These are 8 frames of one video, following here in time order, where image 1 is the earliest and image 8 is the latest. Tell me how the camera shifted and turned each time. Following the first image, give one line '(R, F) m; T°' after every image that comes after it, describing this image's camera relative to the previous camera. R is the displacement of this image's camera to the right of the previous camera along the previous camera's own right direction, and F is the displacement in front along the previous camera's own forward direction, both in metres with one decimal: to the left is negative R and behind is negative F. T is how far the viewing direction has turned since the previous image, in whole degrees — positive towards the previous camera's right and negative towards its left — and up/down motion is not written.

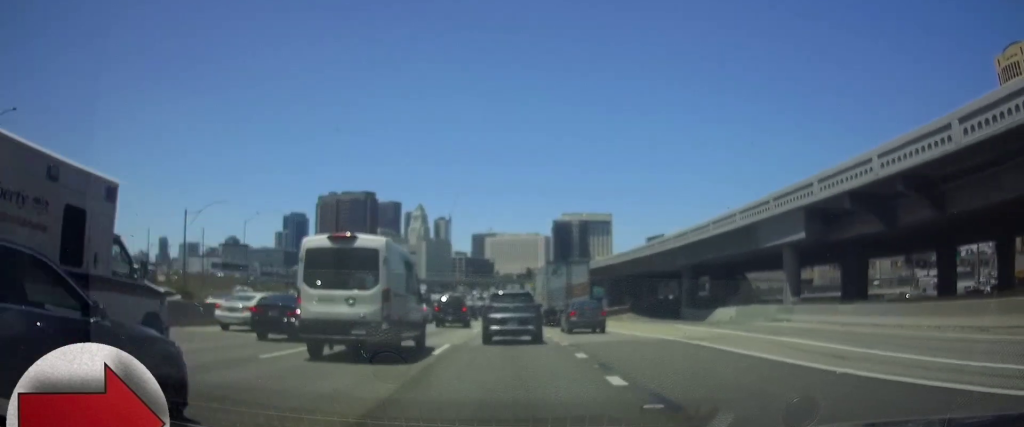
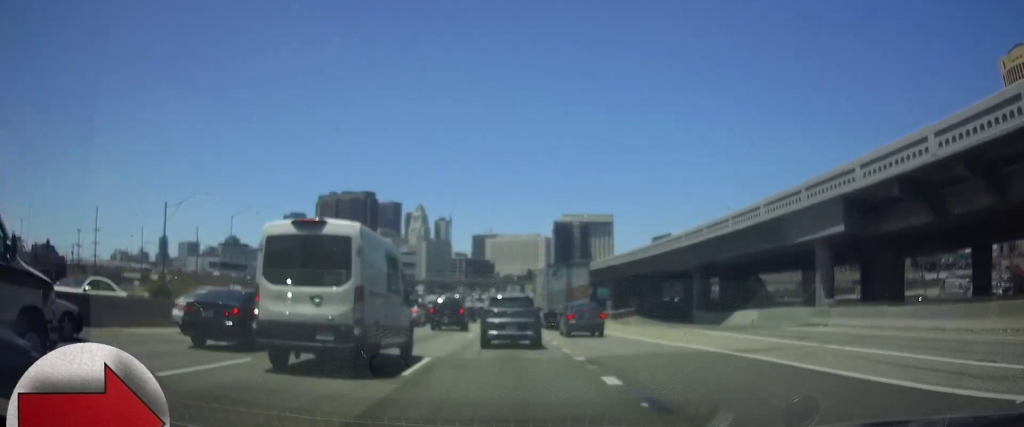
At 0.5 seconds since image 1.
(0.0, +4.3) m; 0°
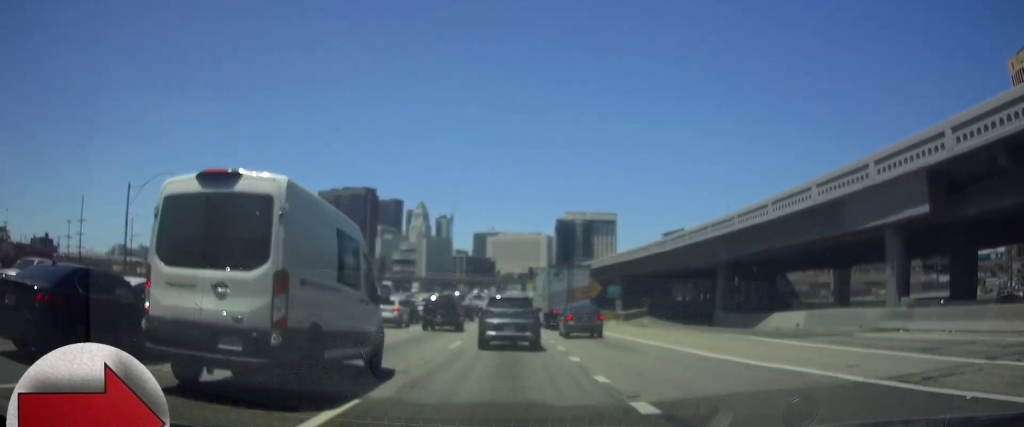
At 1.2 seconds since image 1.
(0.0, +7.0) m; -1°
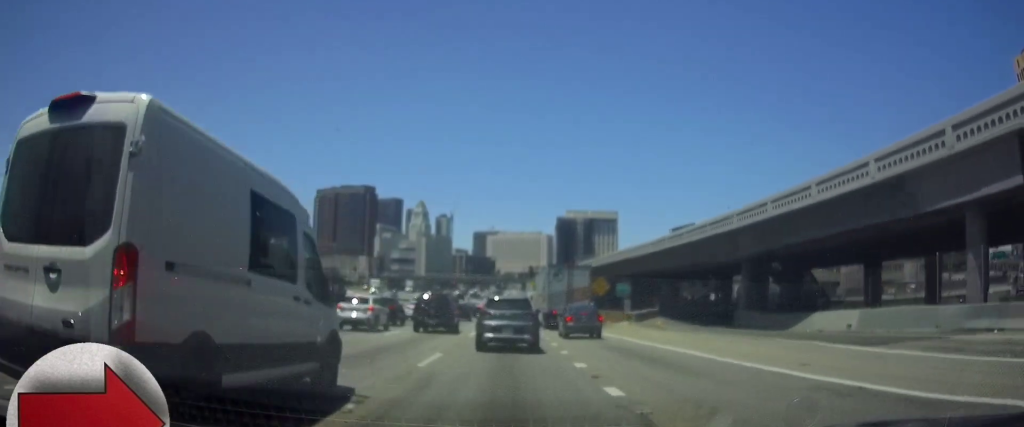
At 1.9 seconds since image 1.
(0.0, +6.0) m; -1°
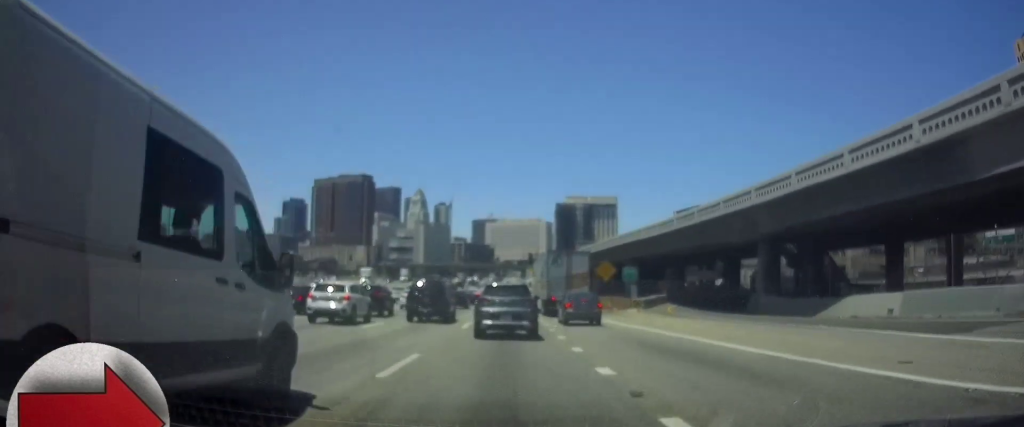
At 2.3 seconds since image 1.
(-0.1, +3.8) m; 0°
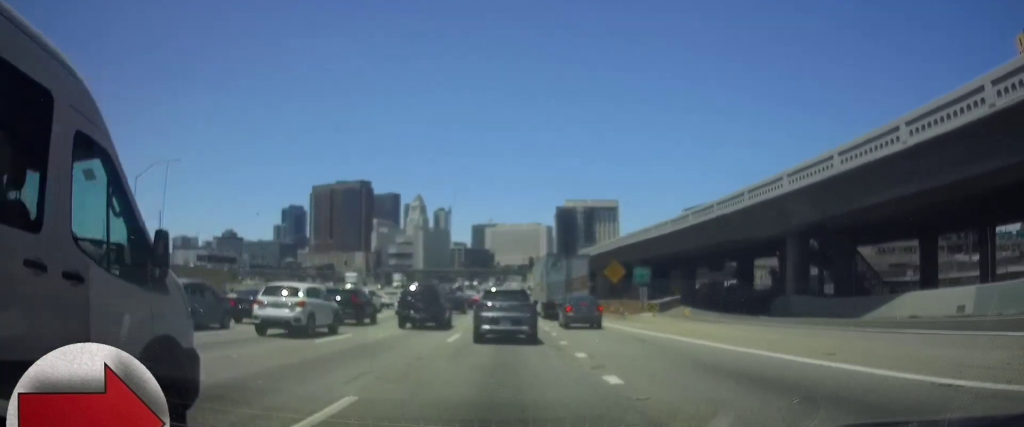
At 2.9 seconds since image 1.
(0.0, +5.2) m; 0°
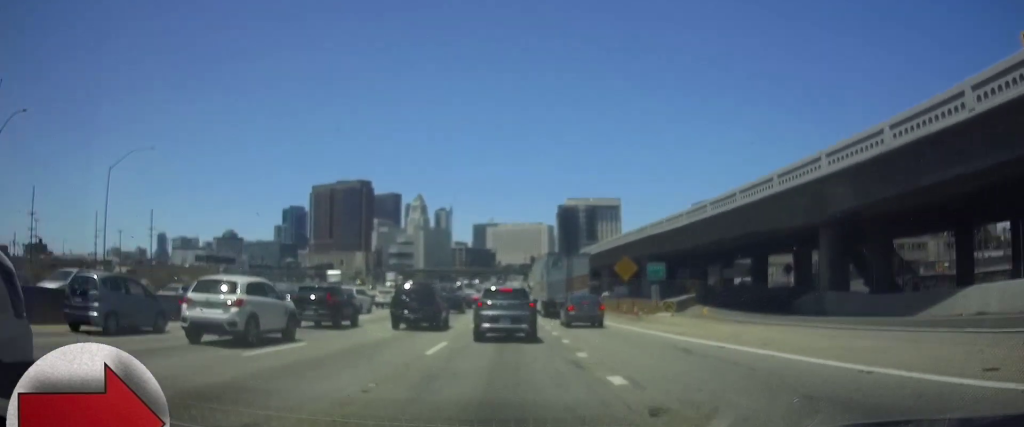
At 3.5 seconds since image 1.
(+0.1, +4.8) m; +1°
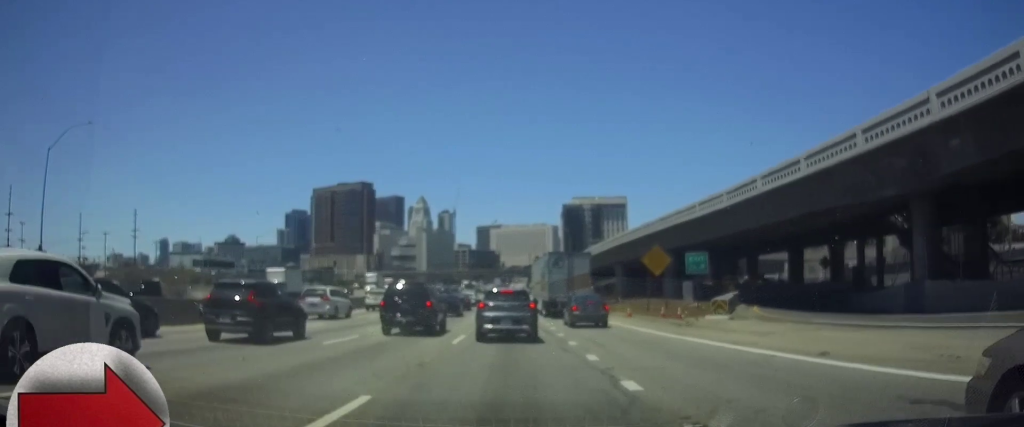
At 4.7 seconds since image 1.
(+0.2, +10.1) m; +2°
